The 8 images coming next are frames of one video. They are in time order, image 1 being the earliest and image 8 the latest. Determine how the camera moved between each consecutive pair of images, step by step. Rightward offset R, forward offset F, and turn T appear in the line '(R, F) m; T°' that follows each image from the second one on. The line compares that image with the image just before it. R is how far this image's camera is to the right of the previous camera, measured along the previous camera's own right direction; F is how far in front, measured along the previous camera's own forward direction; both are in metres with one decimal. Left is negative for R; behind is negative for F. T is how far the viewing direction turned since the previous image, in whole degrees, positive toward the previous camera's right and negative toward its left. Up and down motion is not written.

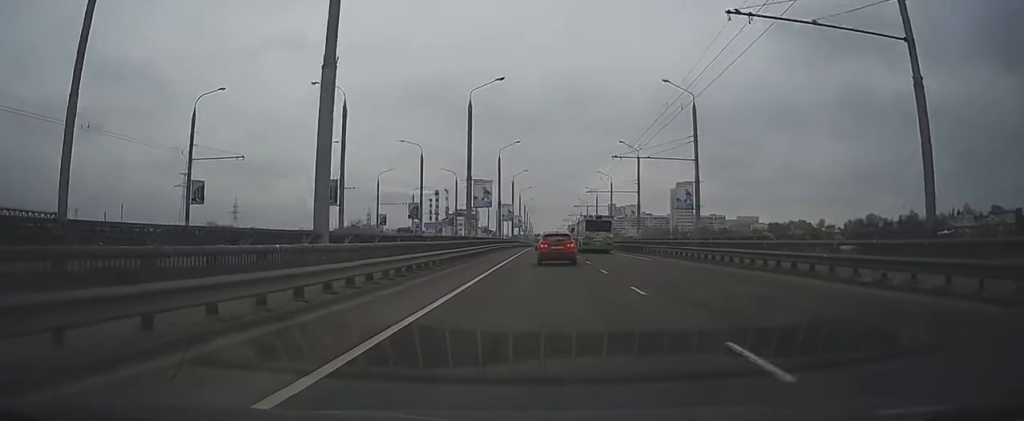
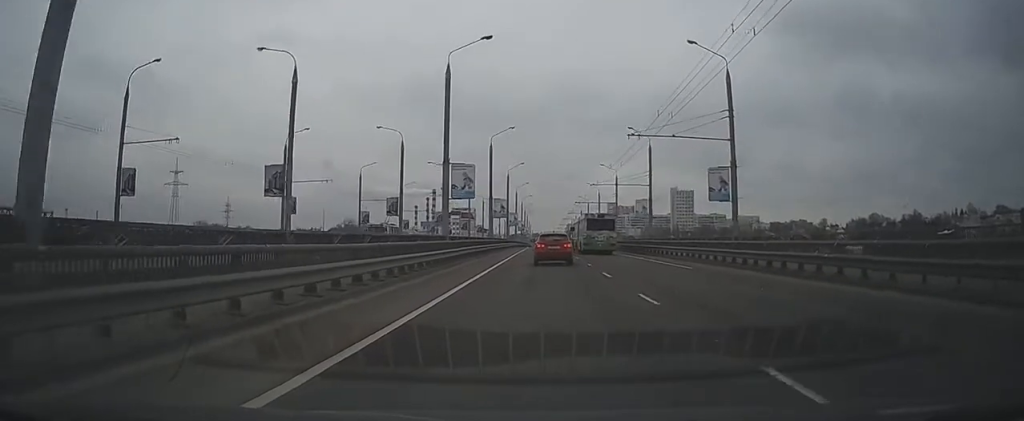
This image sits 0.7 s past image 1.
(0.0, +10.0) m; 0°
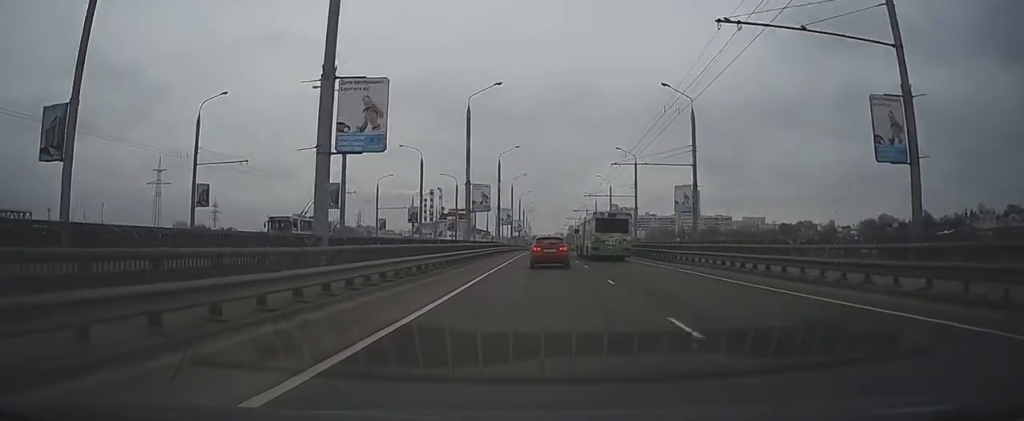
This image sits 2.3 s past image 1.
(0.0, +20.1) m; 0°
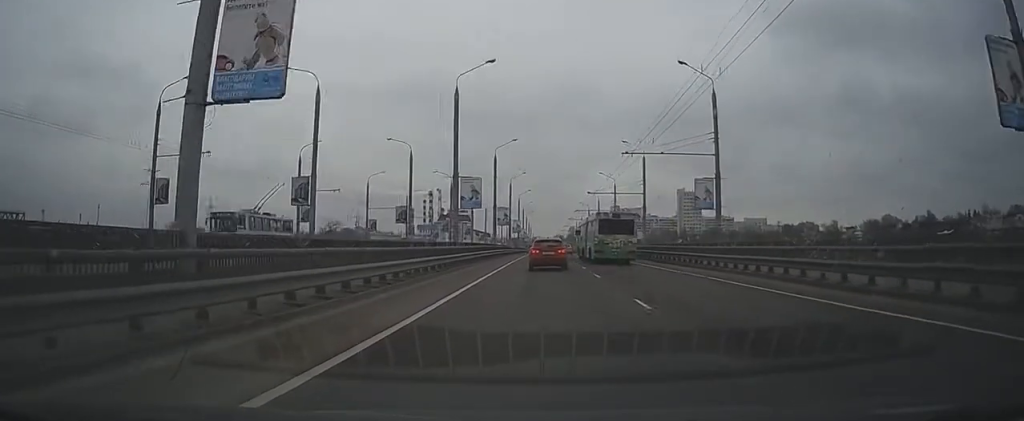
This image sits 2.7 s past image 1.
(0.0, +6.0) m; 0°
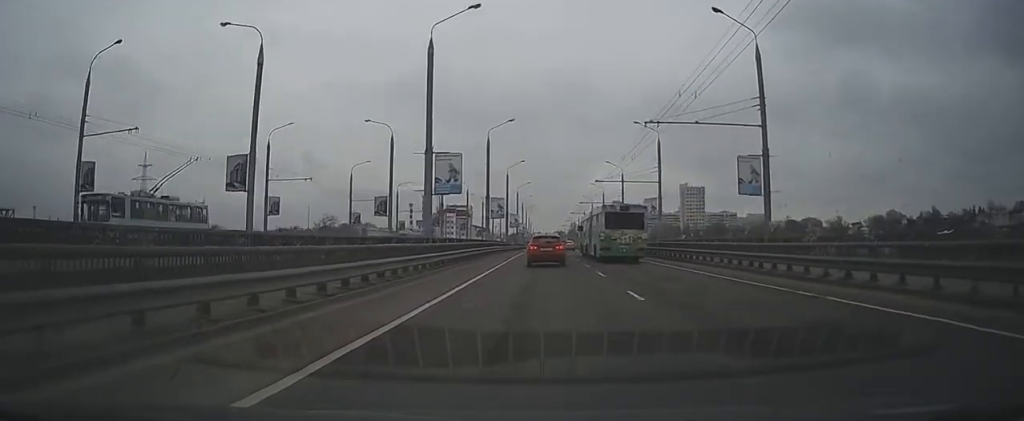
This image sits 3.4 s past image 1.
(-0.1, +8.8) m; 0°
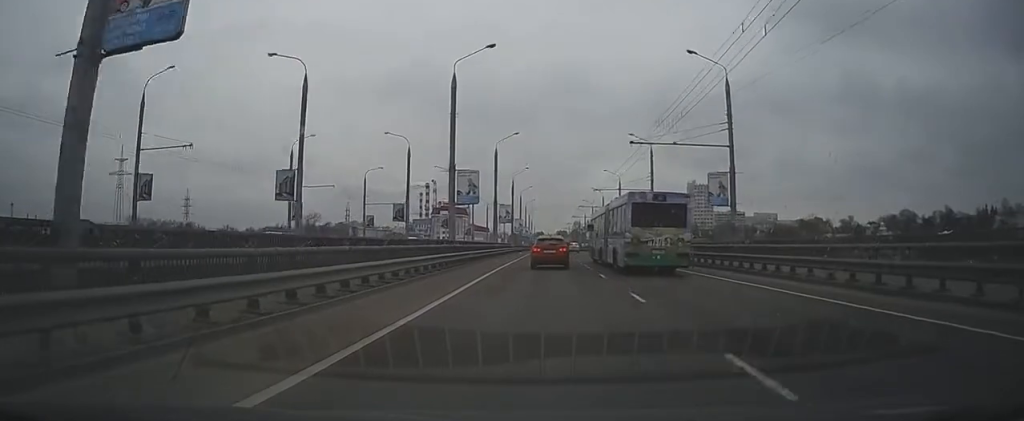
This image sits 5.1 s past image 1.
(-0.4, +22.9) m; -1°
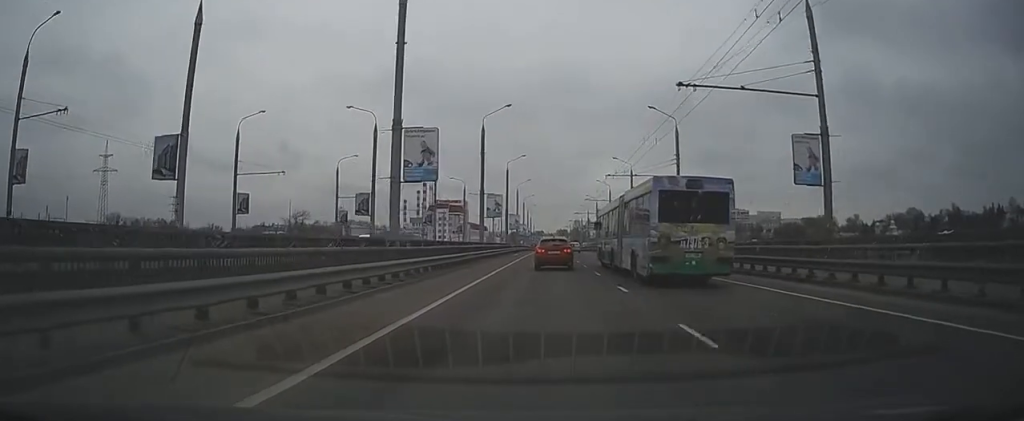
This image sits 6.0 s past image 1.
(+0.1, +13.4) m; +1°
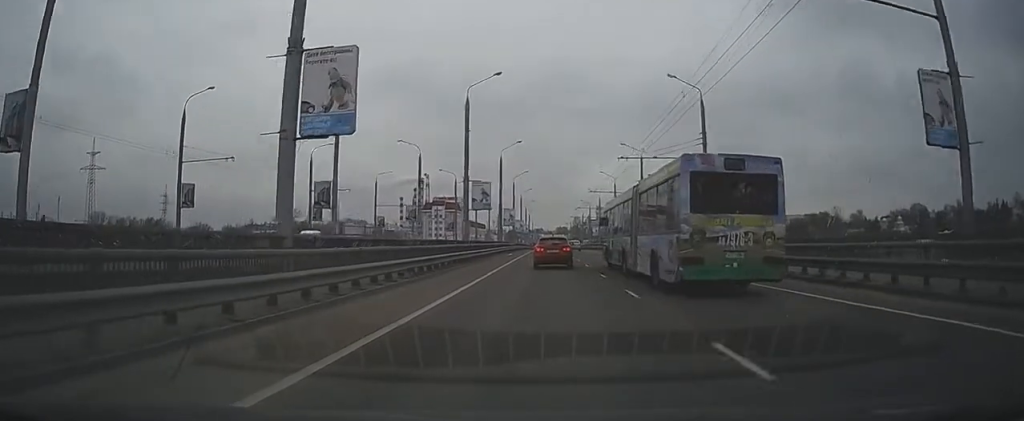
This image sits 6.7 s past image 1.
(+0.3, +9.7) m; 0°
